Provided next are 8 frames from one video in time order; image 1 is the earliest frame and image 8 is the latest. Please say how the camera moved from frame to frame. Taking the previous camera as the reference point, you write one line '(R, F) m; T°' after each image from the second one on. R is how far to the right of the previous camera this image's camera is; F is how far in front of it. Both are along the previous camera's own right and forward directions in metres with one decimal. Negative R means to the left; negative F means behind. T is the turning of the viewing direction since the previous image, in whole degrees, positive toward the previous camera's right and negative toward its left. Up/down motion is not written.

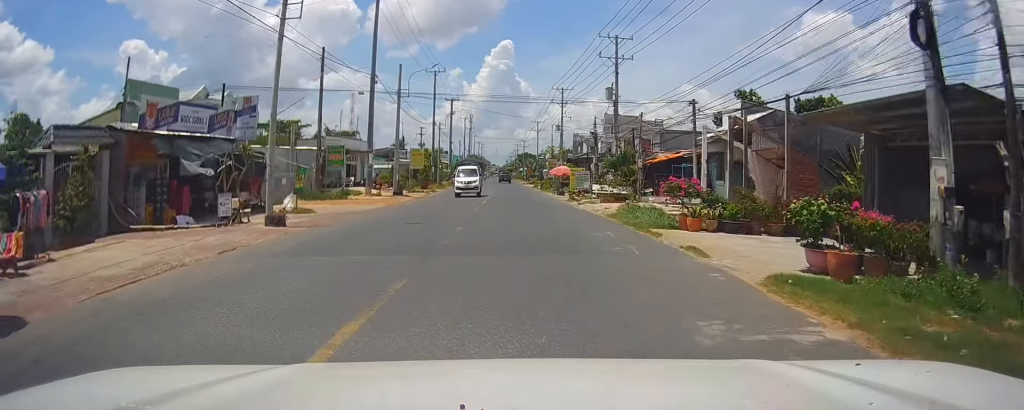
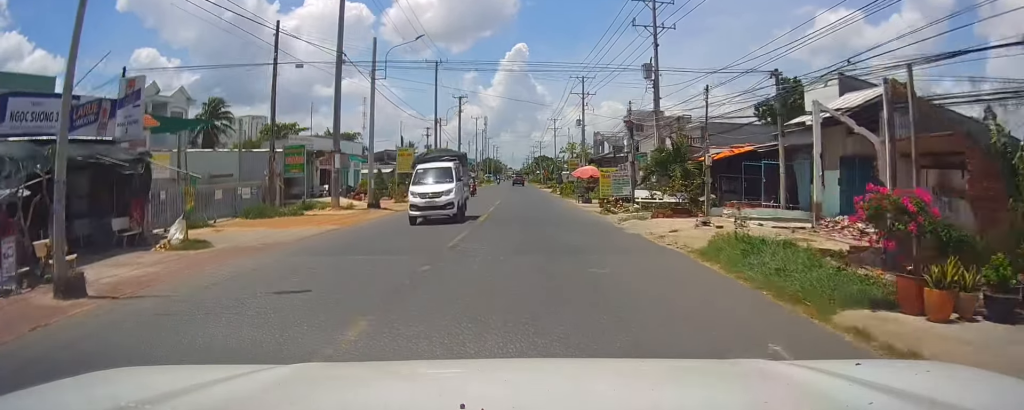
(0.0, +11.0) m; -1°
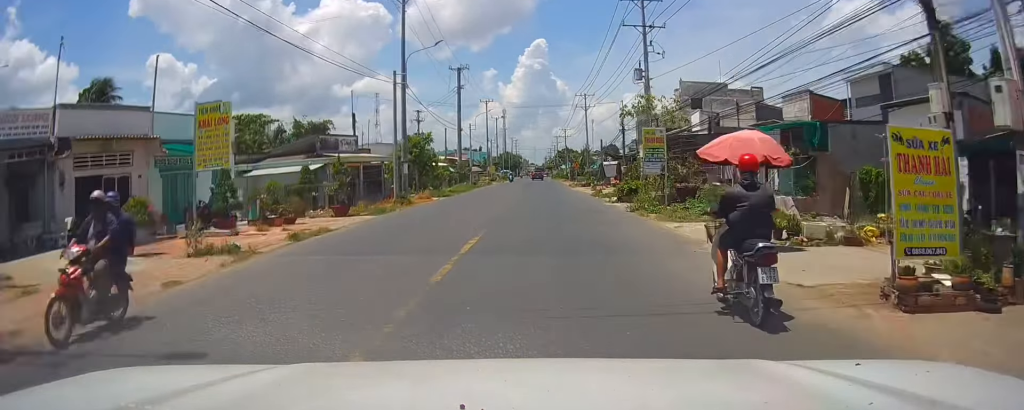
(-1.2, +27.2) m; -4°
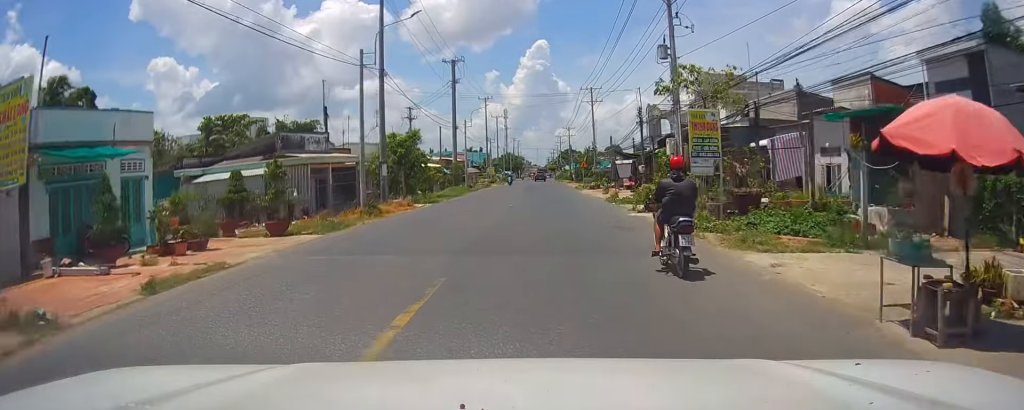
(0.0, +6.8) m; 0°
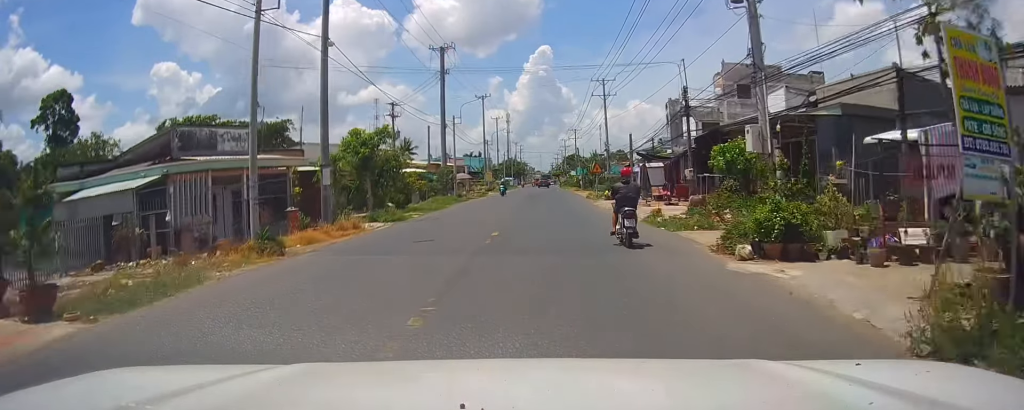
(+0.1, +11.9) m; -2°
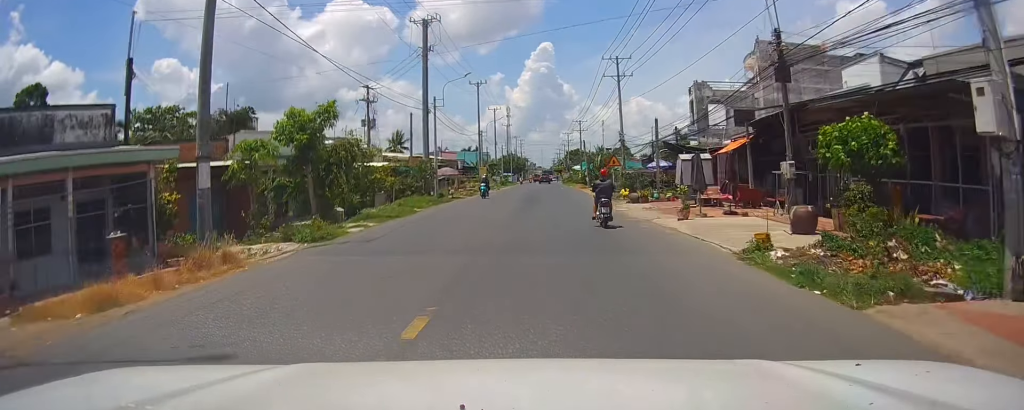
(-0.5, +10.8) m; 0°
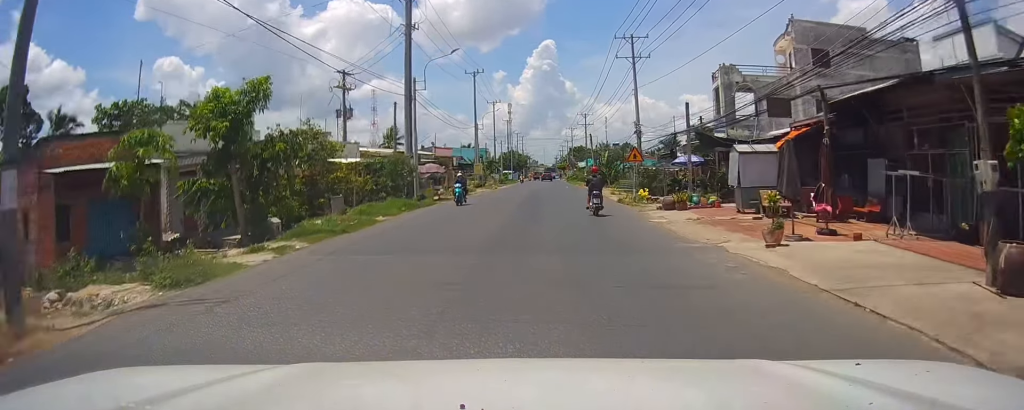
(+0.2, +7.7) m; +1°
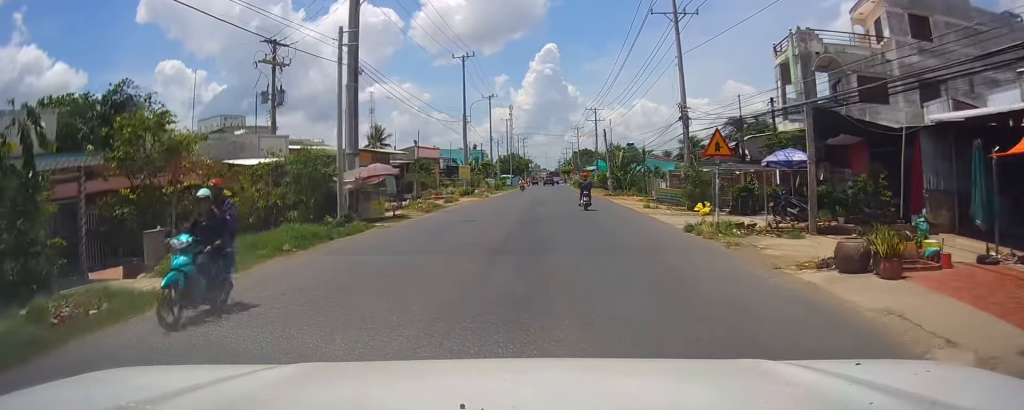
(+0.3, +14.4) m; +1°
